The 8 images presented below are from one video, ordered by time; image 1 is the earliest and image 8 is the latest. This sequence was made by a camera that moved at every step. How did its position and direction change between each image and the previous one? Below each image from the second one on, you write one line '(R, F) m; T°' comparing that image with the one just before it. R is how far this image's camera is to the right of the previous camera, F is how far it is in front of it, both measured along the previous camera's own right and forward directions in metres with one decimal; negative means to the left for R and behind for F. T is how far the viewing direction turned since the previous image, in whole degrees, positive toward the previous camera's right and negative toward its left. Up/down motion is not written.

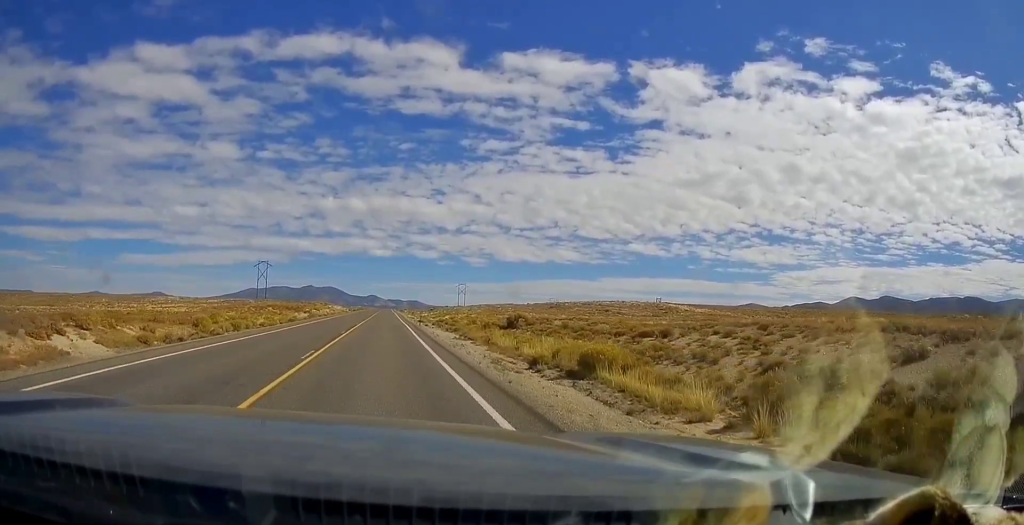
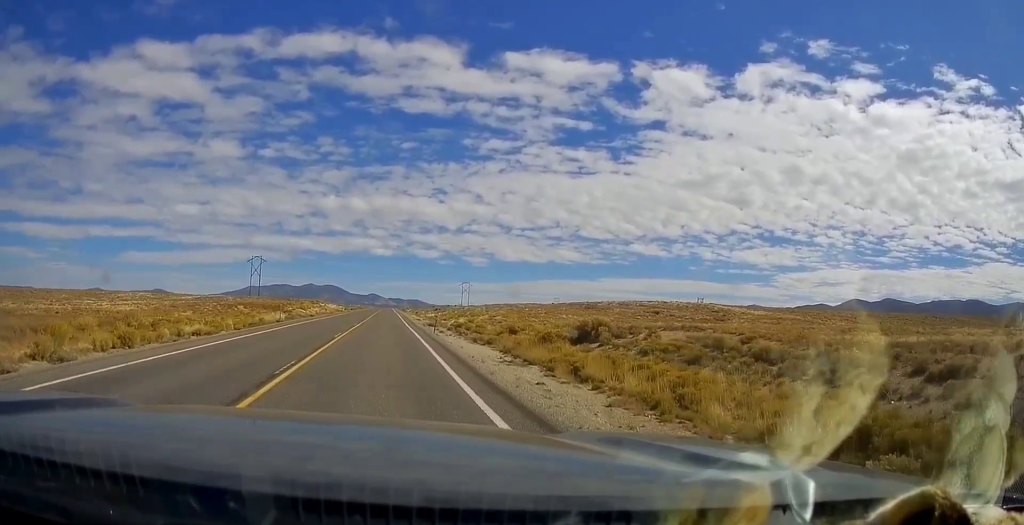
(-0.1, +19.1) m; 0°
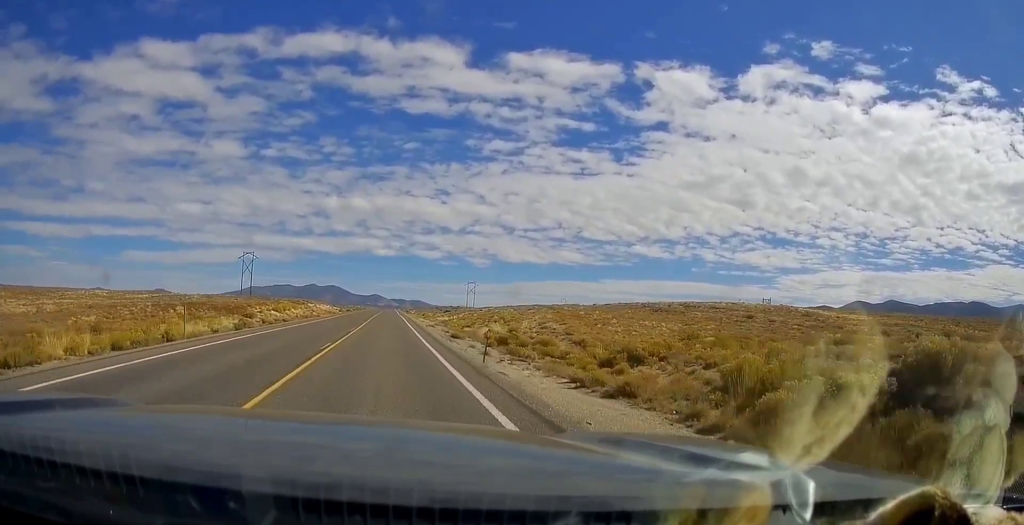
(-0.1, +21.5) m; 0°
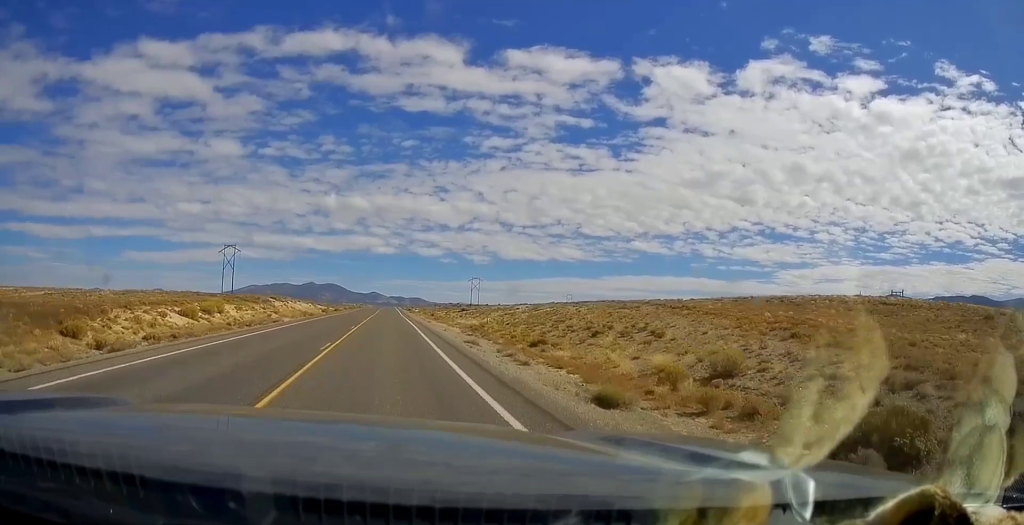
(0.0, +30.4) m; 0°
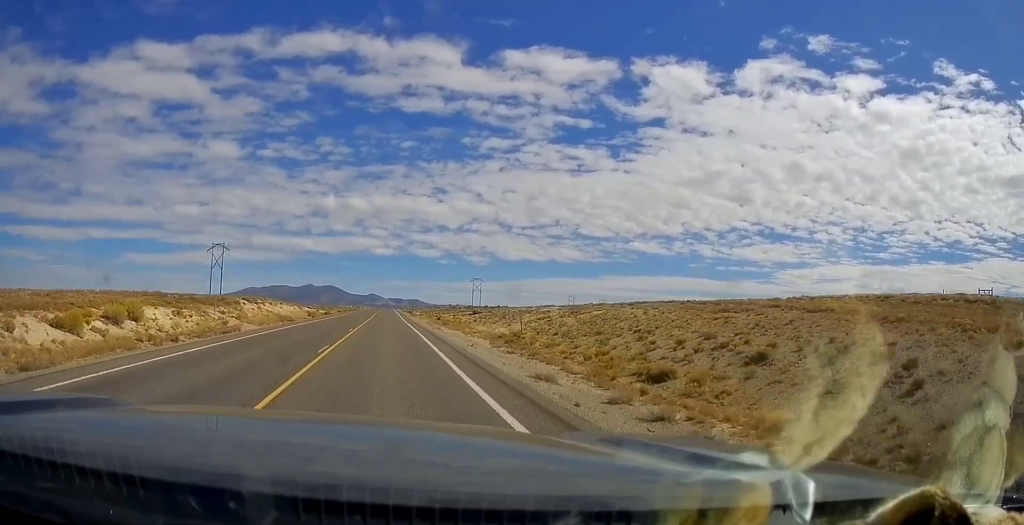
(0.0, +15.7) m; 0°
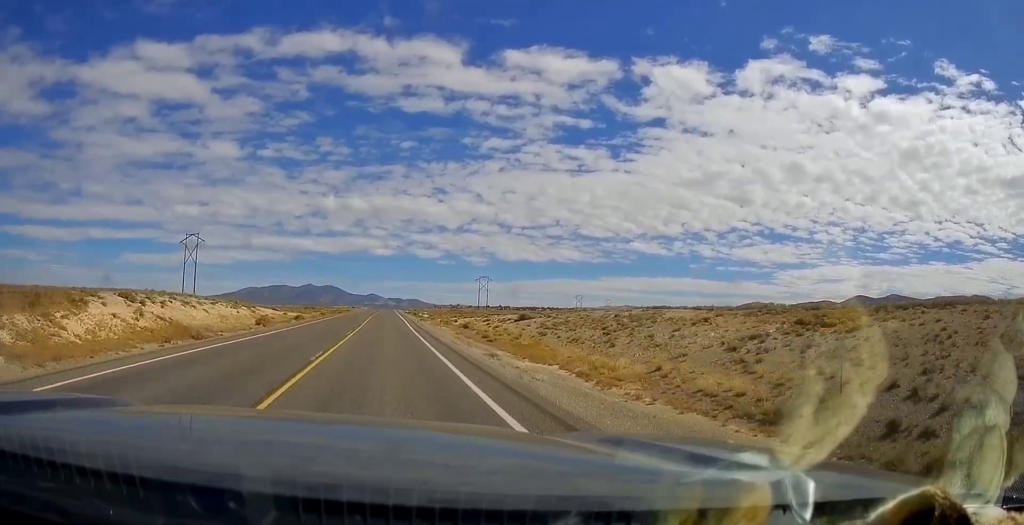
(0.0, +30.3) m; +1°
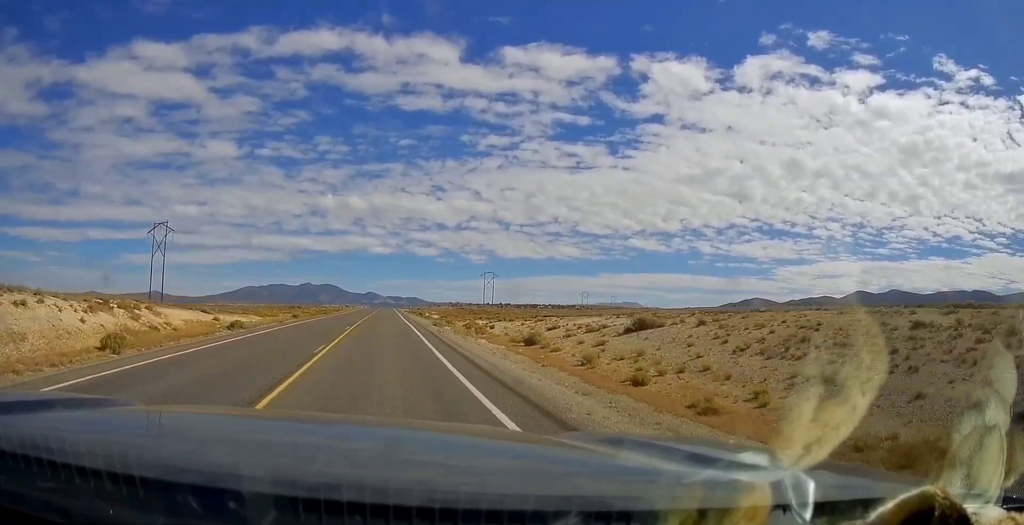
(+0.3, +28.2) m; 0°
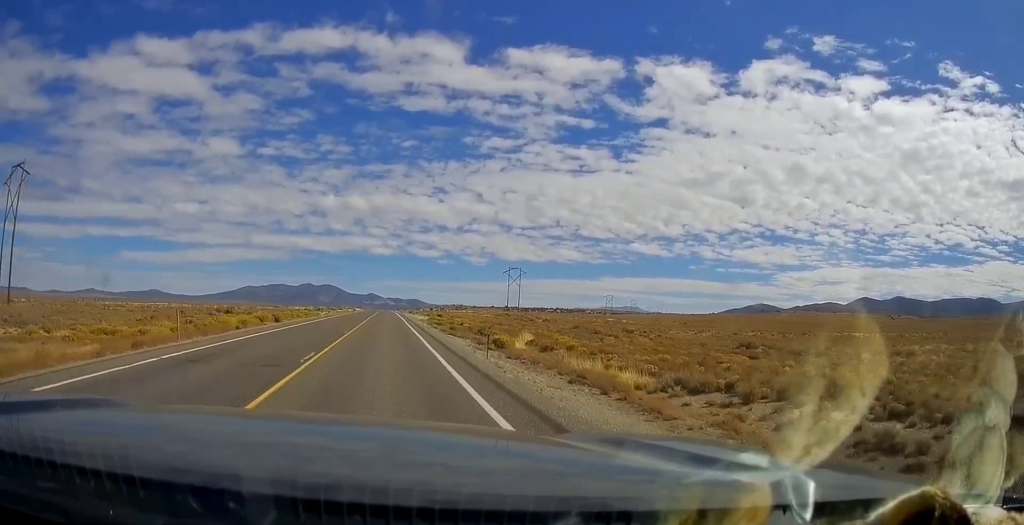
(+0.1, +75.6) m; 0°
